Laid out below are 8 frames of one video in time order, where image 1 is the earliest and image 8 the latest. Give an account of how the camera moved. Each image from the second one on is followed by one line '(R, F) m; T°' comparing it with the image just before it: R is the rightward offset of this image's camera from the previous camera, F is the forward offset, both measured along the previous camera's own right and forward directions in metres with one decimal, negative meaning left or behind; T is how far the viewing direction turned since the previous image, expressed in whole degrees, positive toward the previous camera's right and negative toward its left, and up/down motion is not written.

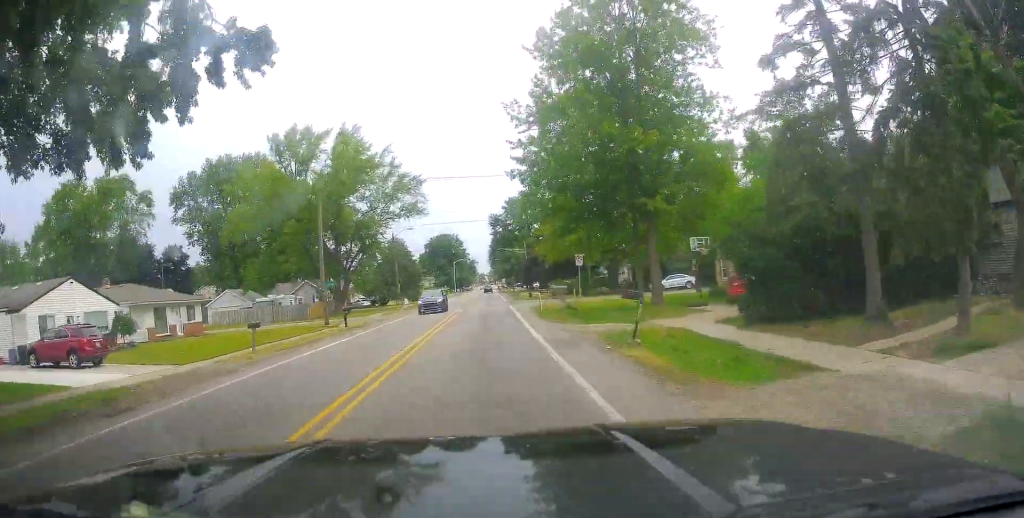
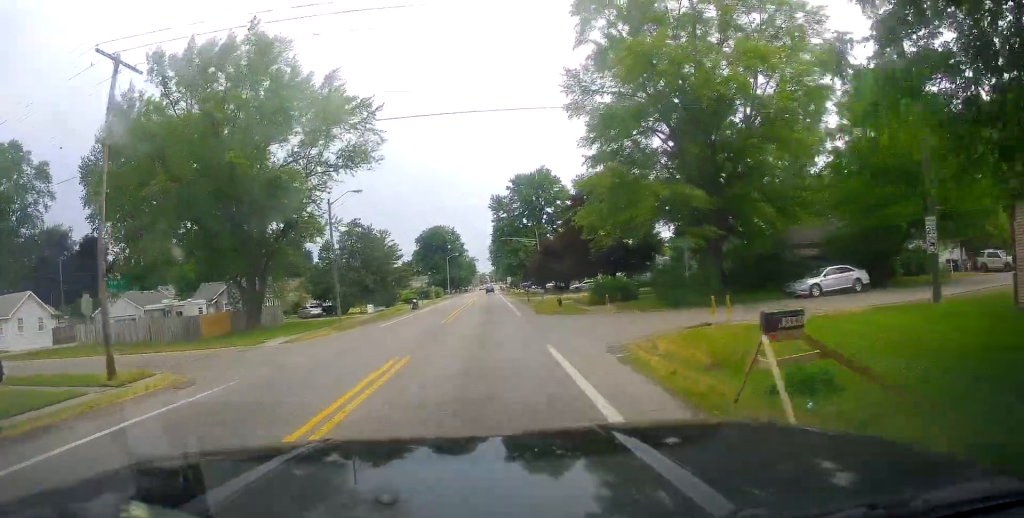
(-0.4, +28.1) m; 0°
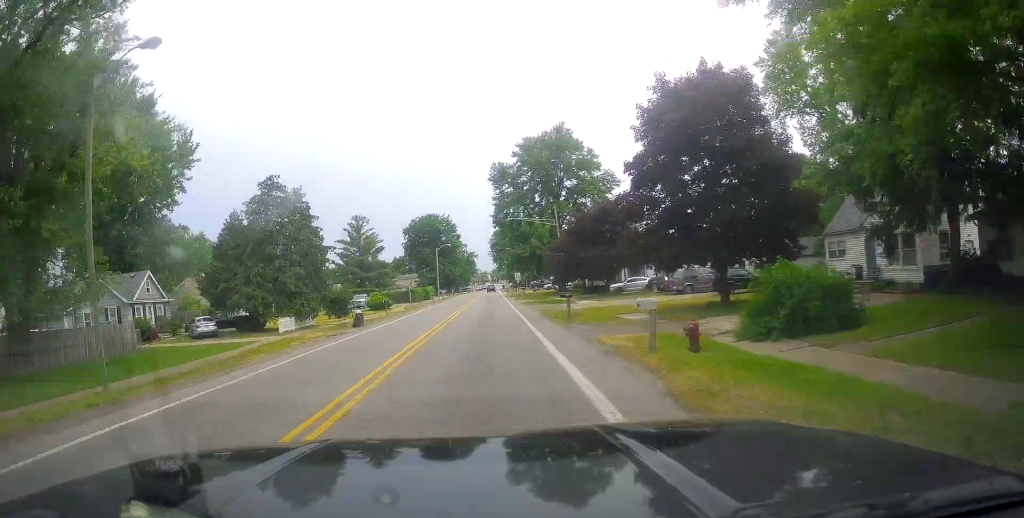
(+0.2, +26.4) m; -2°
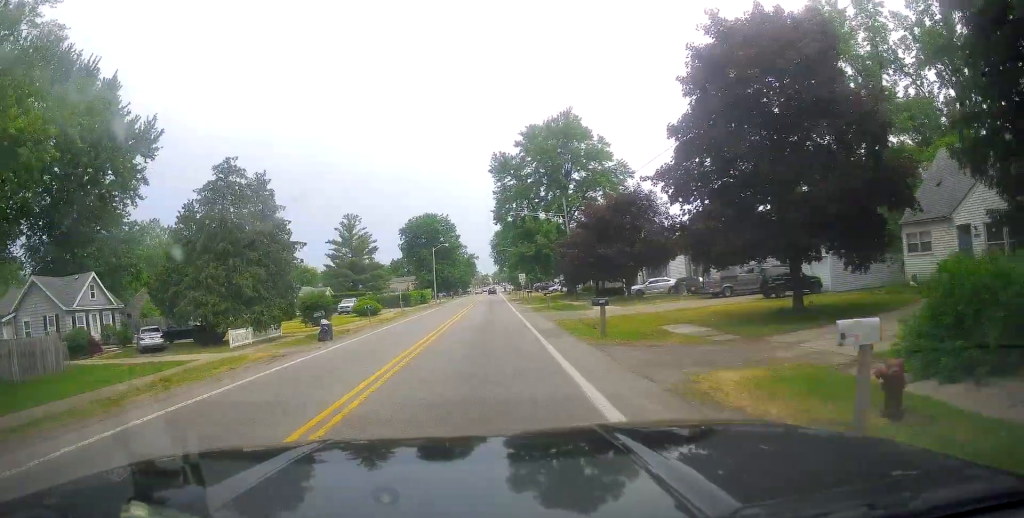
(-0.3, +7.4) m; 0°
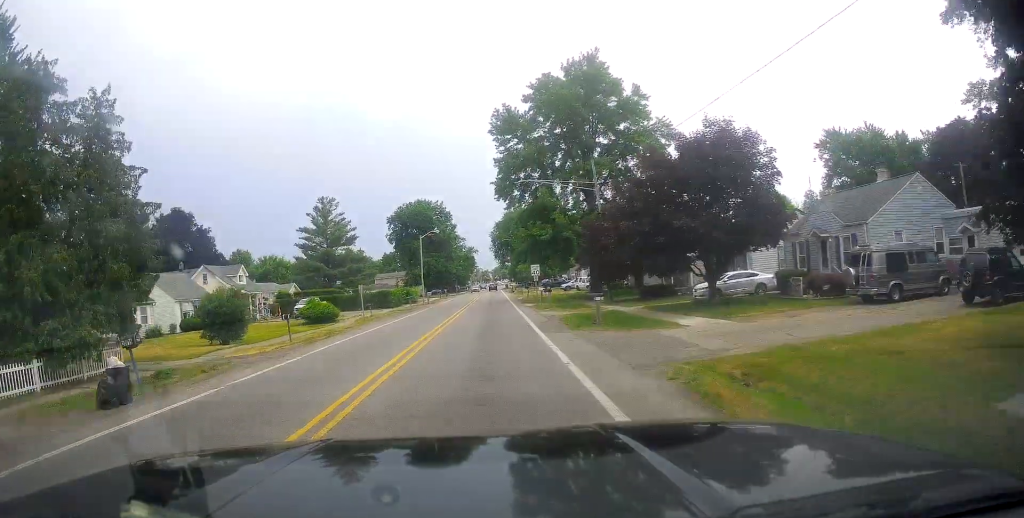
(+0.2, +17.0) m; +2°
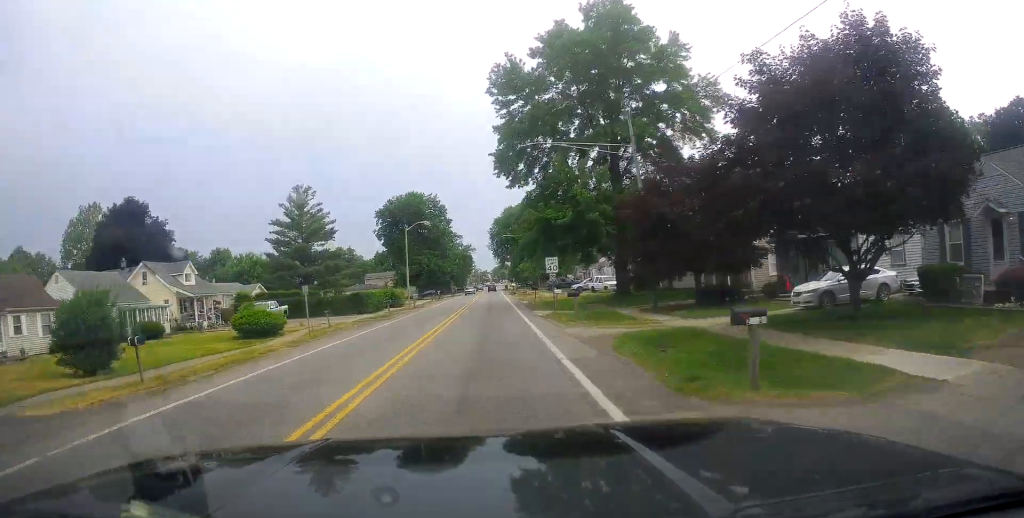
(+0.2, +11.7) m; 0°
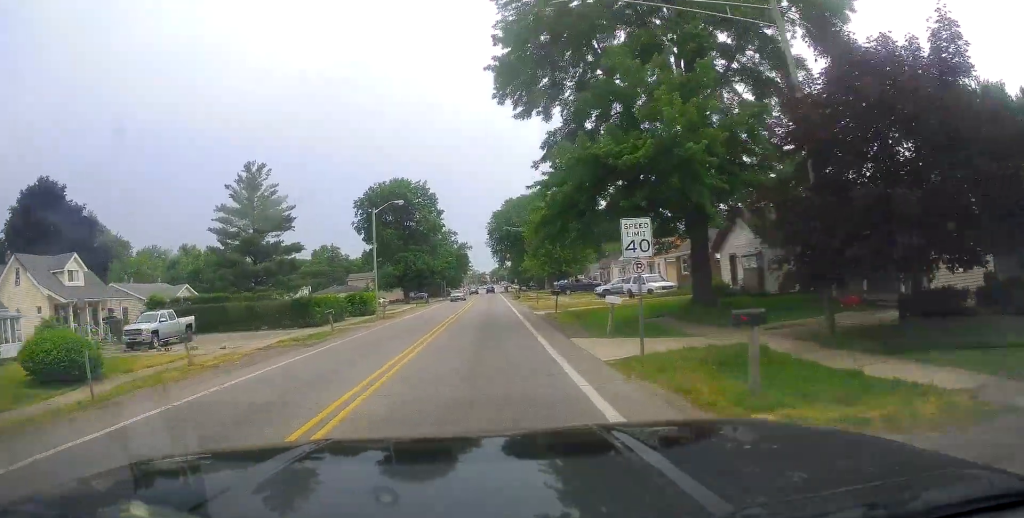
(-0.3, +16.6) m; -2°
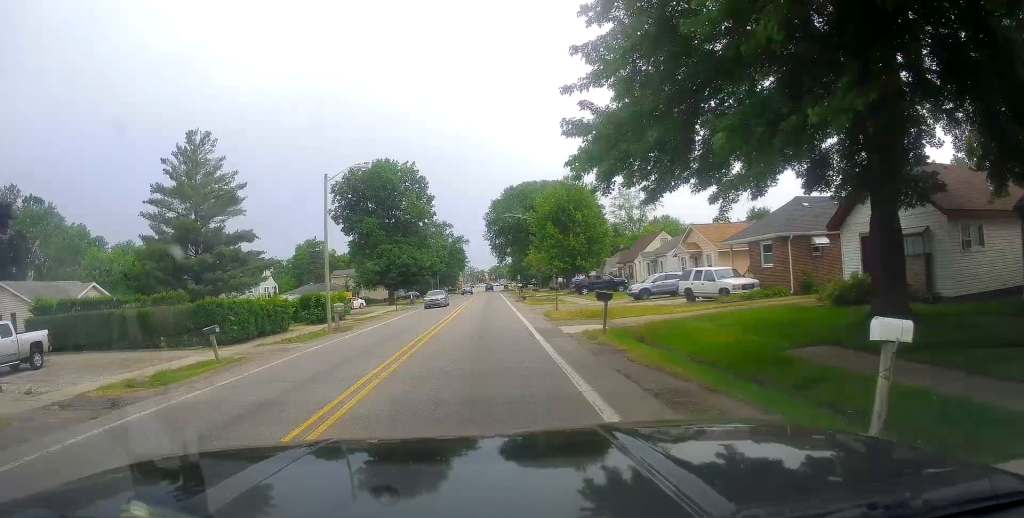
(-0.3, +13.6) m; +1°
